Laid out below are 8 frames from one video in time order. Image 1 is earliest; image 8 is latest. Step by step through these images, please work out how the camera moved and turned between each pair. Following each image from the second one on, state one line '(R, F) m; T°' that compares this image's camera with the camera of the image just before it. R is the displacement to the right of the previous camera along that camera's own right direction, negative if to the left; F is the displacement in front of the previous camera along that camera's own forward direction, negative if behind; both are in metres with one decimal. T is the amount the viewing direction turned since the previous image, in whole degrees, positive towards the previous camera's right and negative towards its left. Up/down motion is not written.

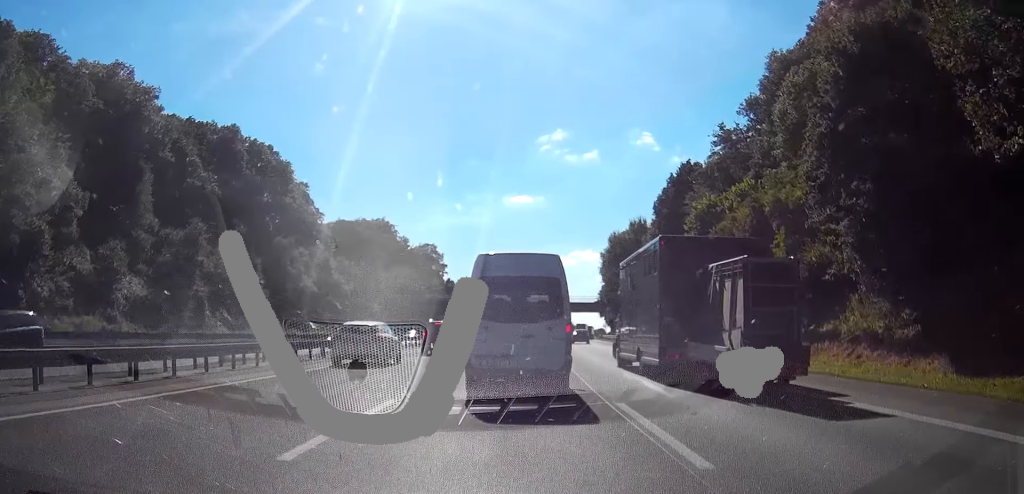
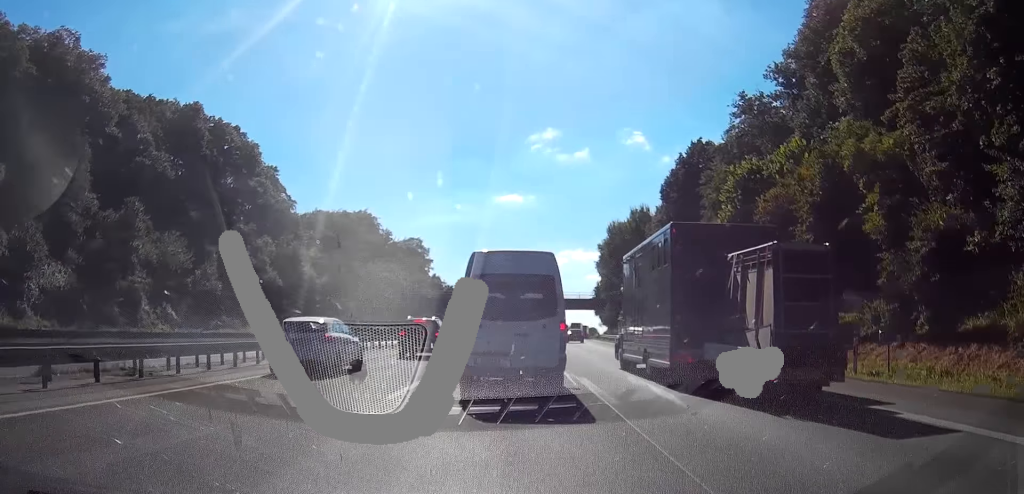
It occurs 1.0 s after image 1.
(0.0, +9.8) m; 0°
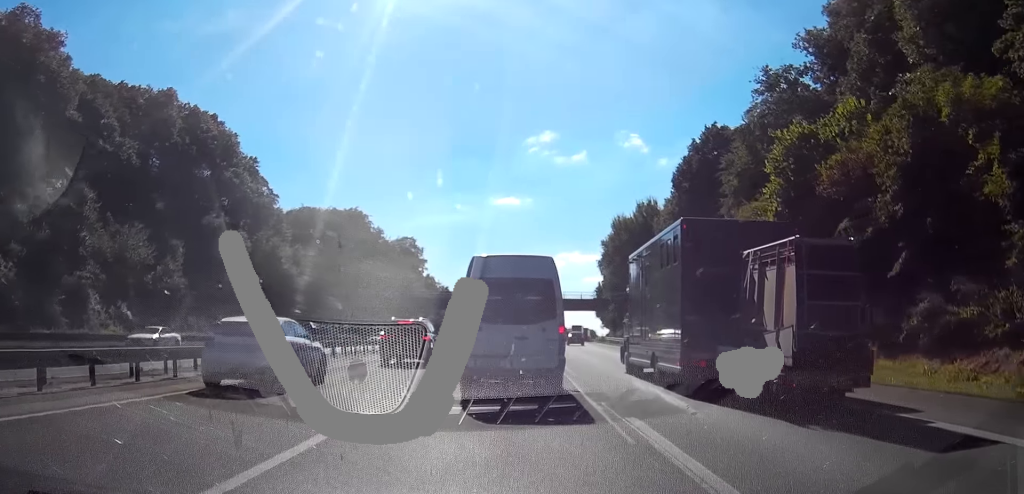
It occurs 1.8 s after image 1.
(0.0, +7.1) m; 0°
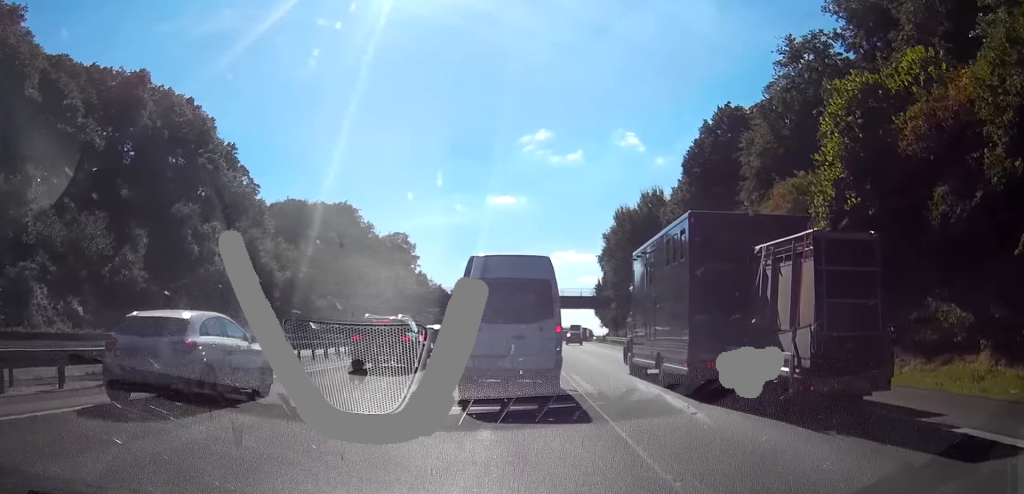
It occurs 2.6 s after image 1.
(0.0, +6.1) m; 0°
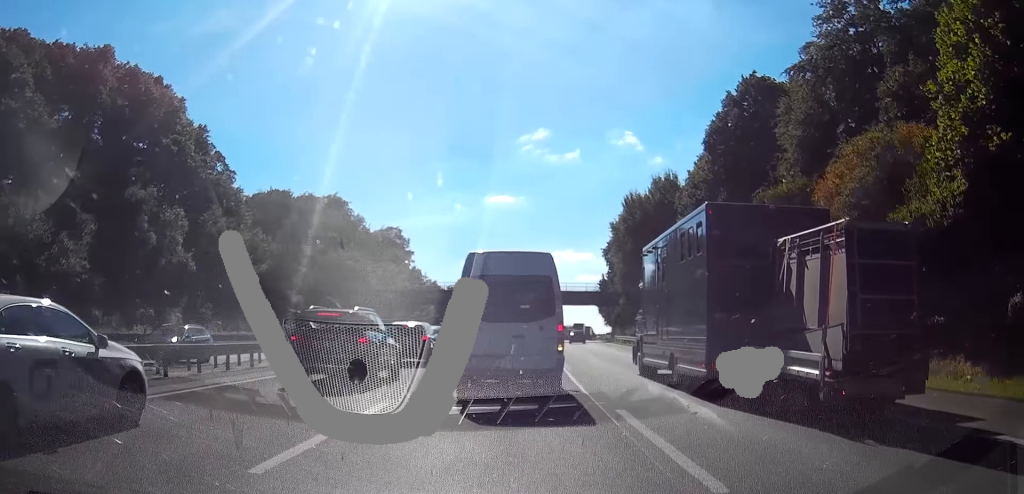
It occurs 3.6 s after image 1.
(0.0, +7.6) m; 0°
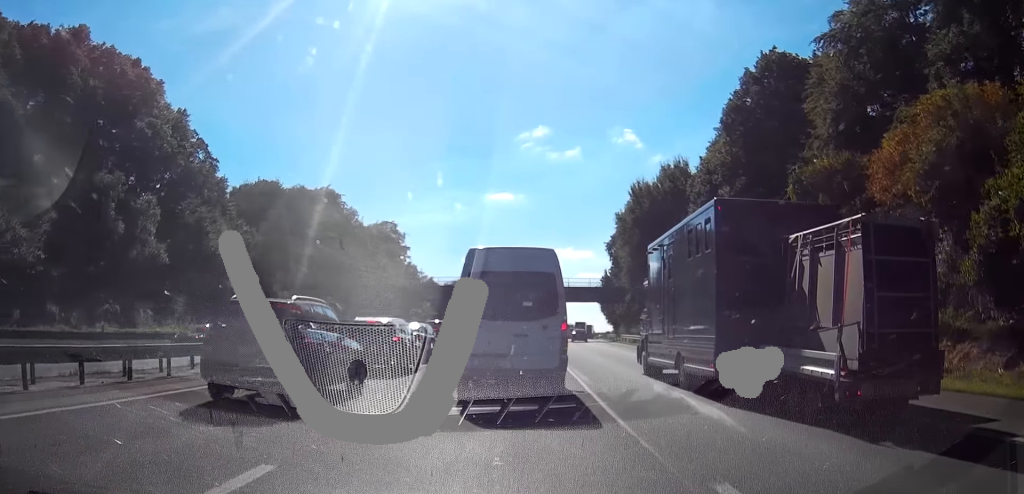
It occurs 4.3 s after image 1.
(0.0, +4.8) m; 0°
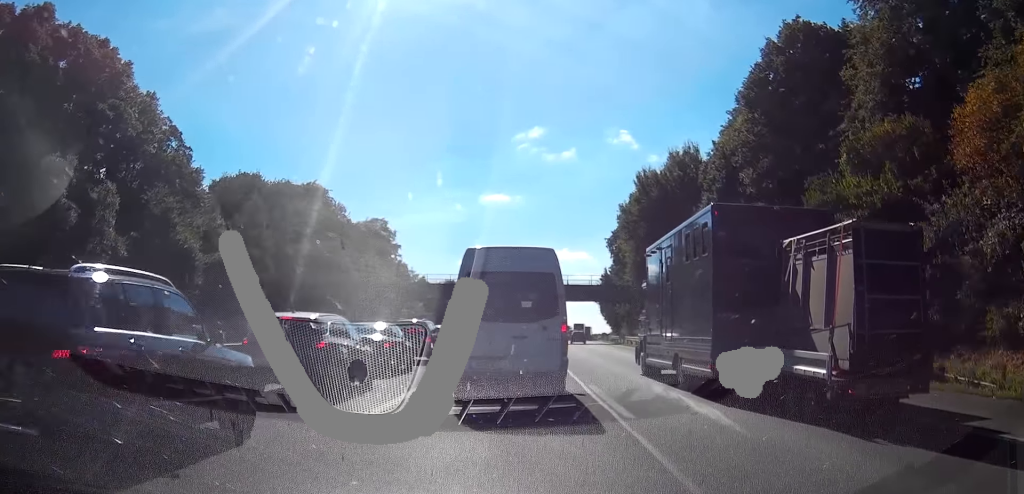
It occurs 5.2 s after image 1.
(0.0, +5.7) m; +1°
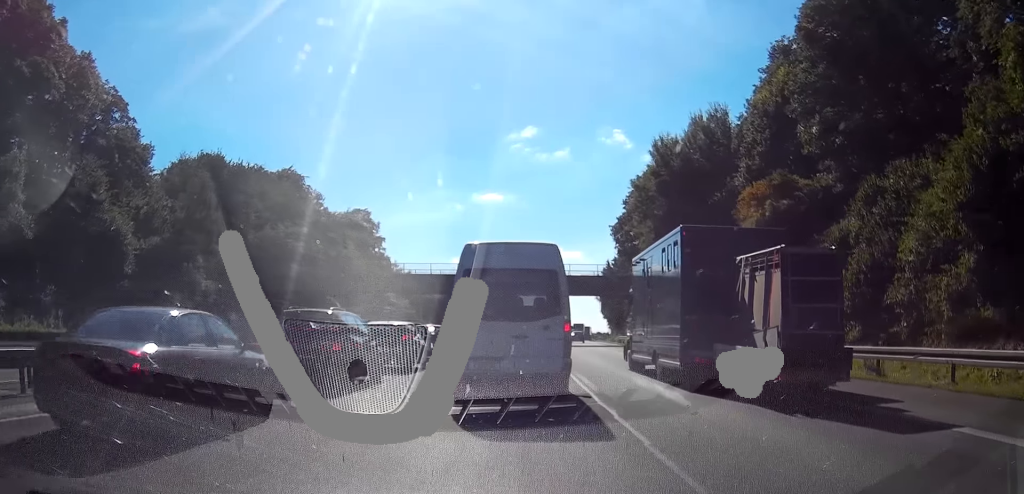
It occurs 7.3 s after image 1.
(+0.3, +9.6) m; +2°
